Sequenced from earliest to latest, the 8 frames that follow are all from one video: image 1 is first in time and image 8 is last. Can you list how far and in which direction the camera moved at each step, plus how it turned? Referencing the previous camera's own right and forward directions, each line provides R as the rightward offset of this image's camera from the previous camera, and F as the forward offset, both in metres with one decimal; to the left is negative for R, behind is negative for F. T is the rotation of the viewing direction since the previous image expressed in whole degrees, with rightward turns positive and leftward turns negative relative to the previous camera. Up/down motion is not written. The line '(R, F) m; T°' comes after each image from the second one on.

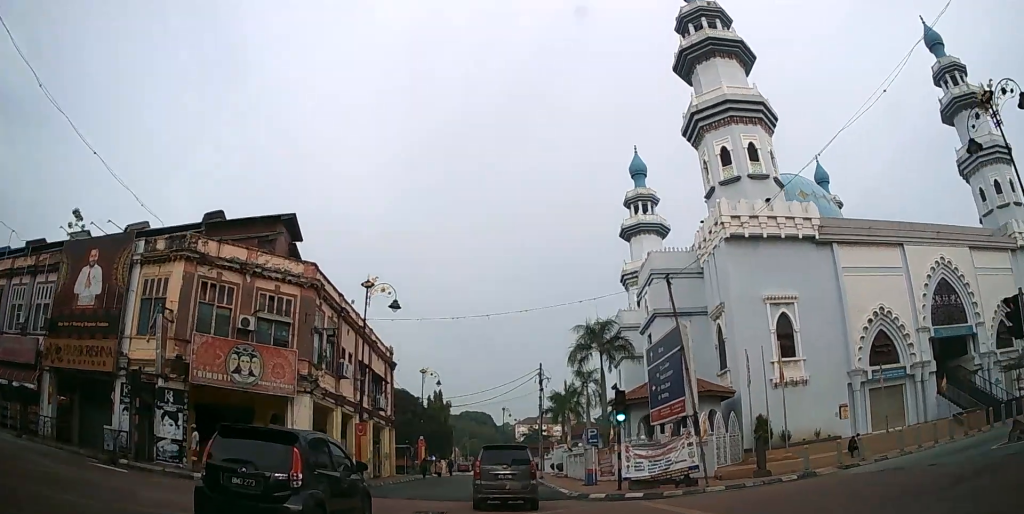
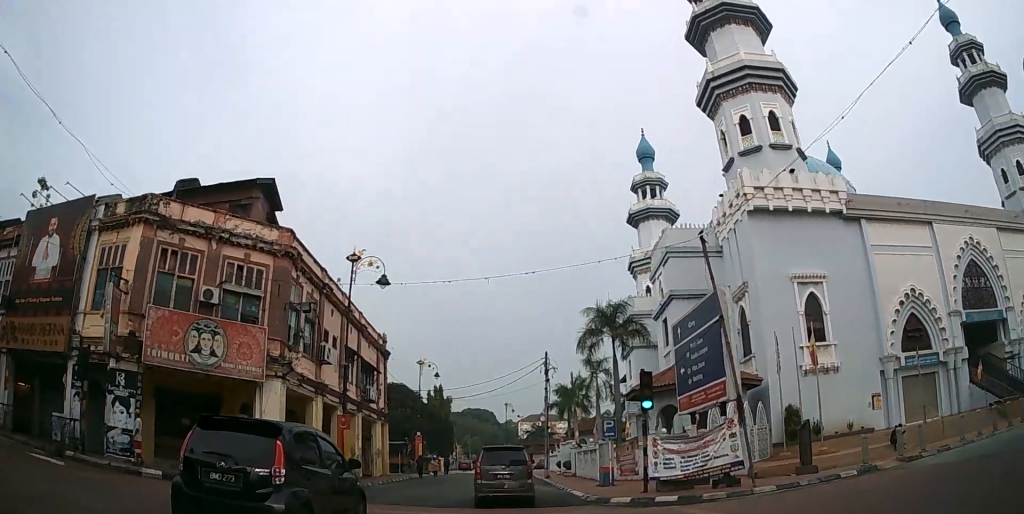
(0.0, +2.8) m; -1°
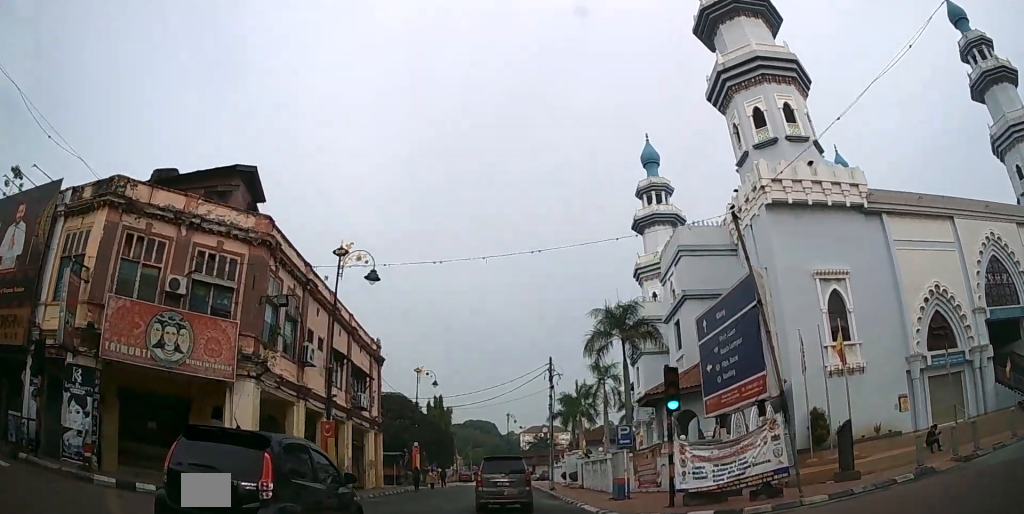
(0.0, +2.0) m; -1°
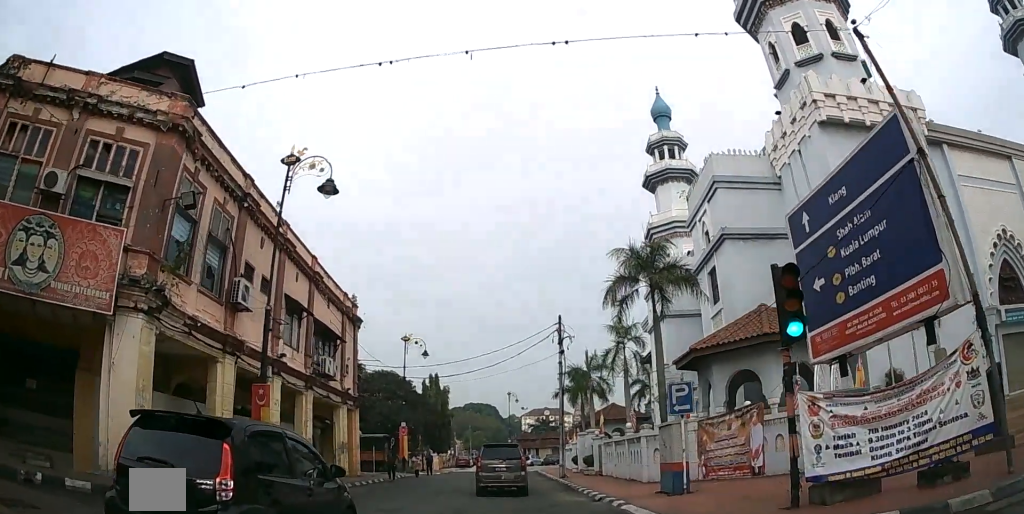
(0.0, +5.6) m; -1°
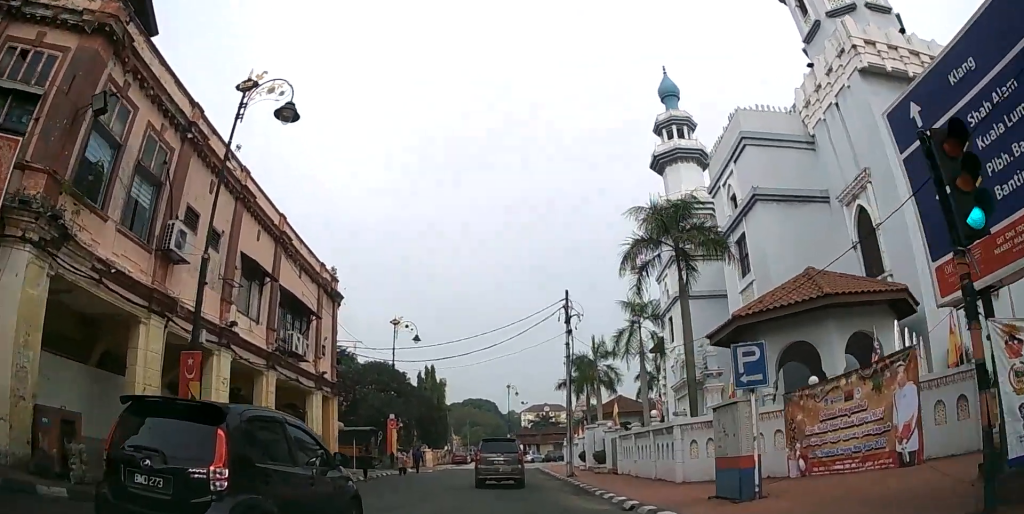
(0.0, +3.9) m; 0°
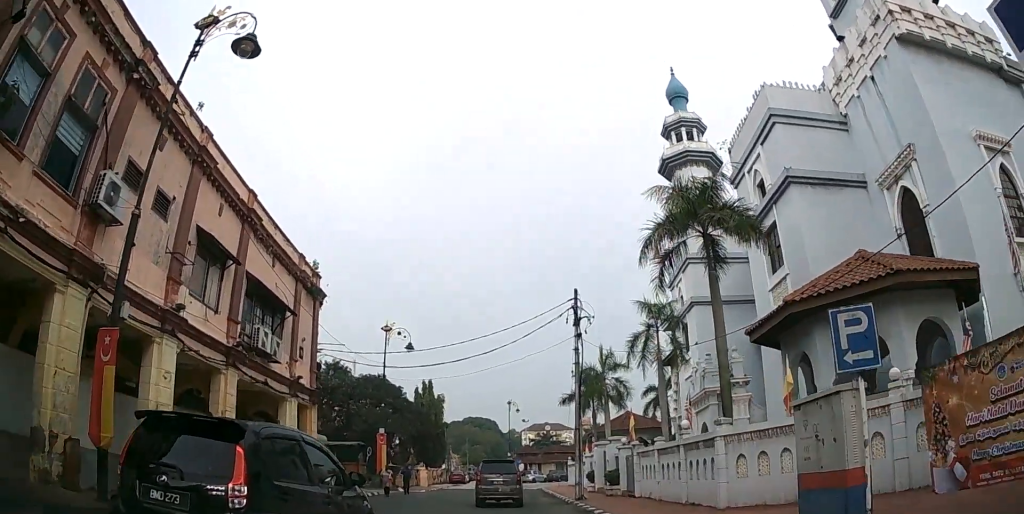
(0.0, +3.2) m; 0°
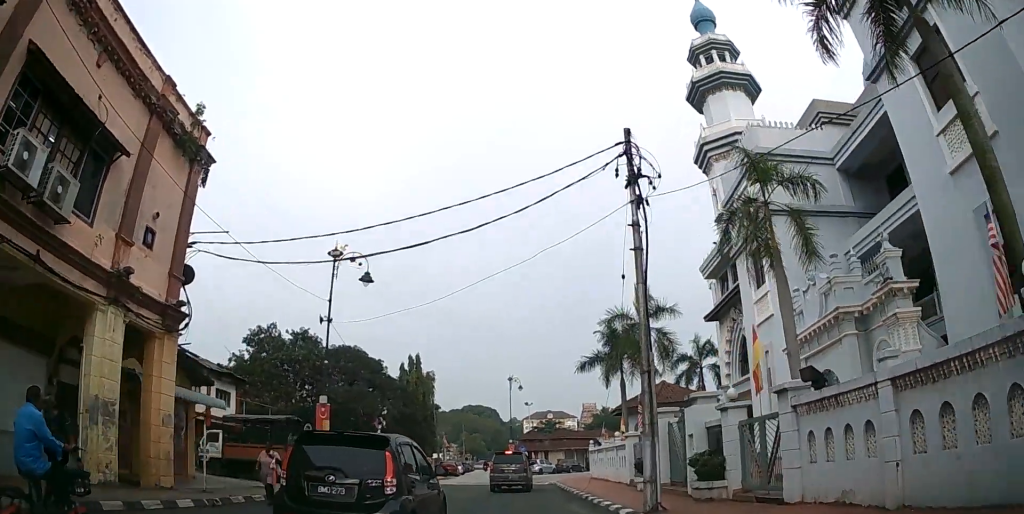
(-0.1, +11.6) m; -2°
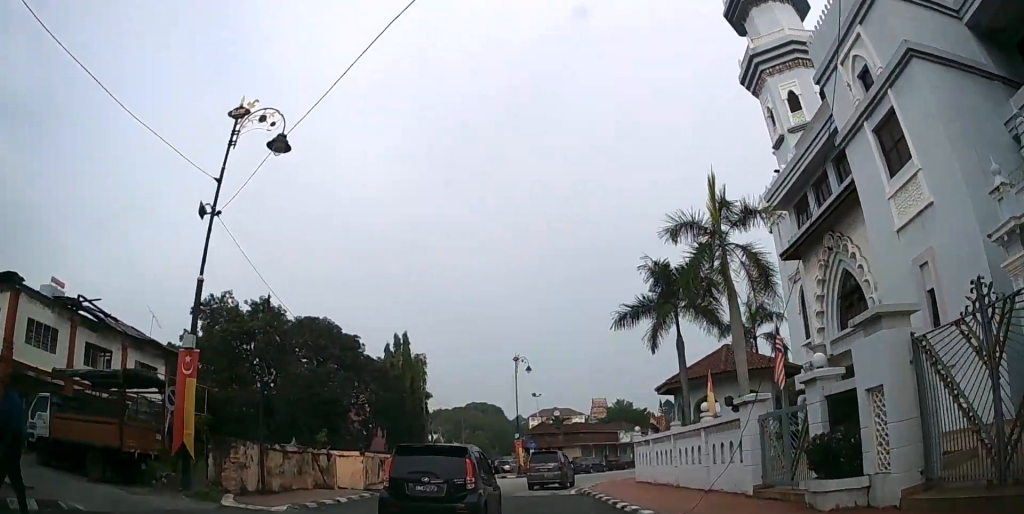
(0.0, +11.3) m; +1°
